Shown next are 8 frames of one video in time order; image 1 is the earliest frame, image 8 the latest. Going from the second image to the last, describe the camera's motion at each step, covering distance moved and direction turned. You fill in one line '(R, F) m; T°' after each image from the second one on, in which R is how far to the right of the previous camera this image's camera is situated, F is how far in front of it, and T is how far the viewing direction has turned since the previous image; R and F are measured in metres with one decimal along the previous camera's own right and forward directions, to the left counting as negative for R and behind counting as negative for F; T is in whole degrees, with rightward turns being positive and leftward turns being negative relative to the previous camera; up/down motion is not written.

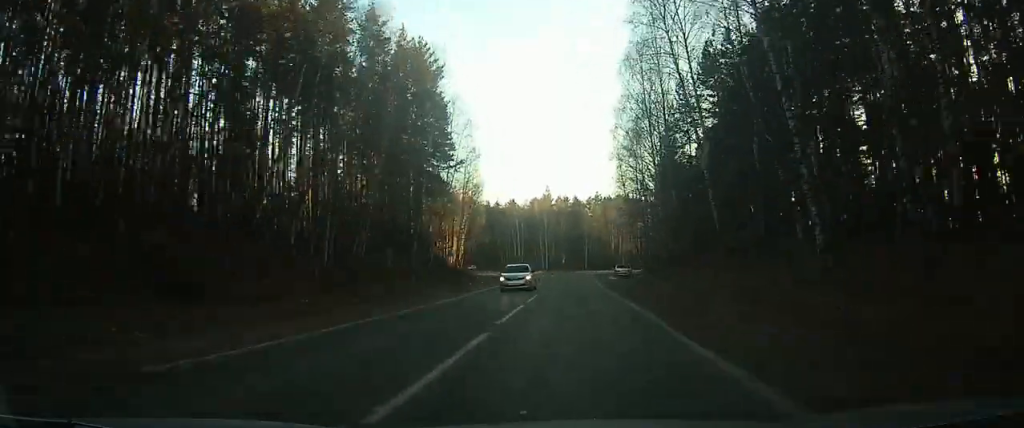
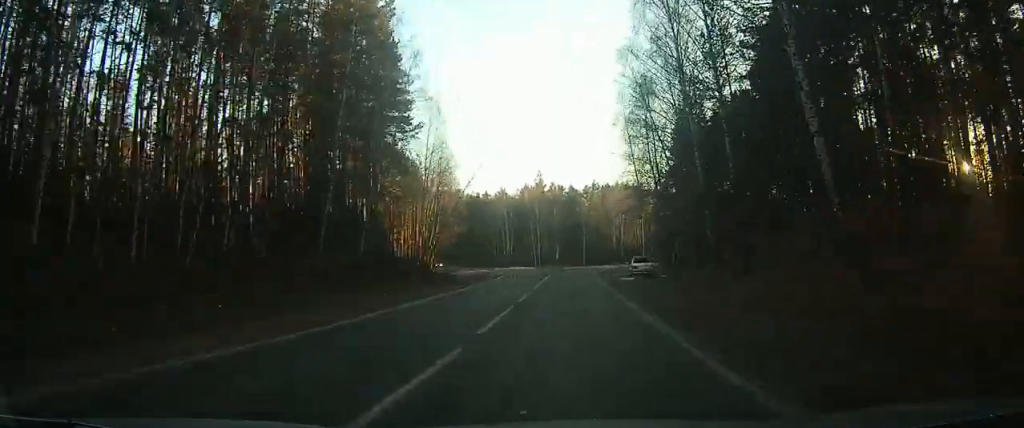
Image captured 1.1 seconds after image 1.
(0.0, +16.3) m; +1°
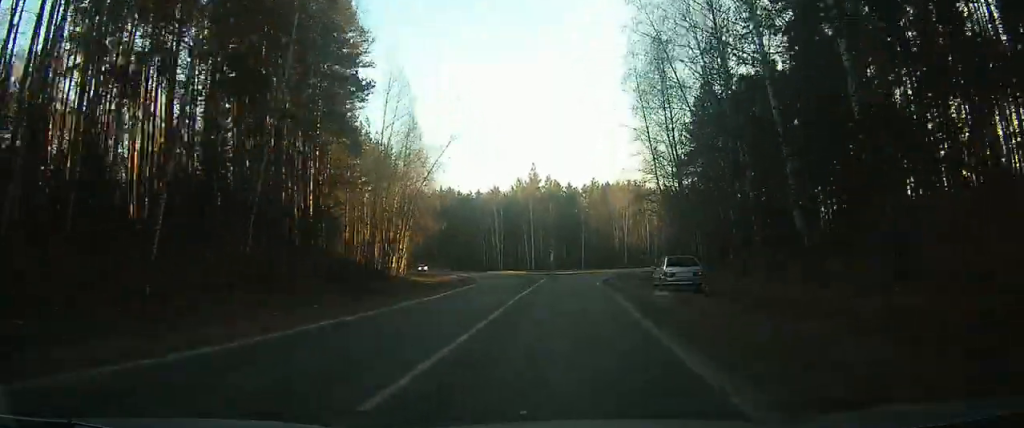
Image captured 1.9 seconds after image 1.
(-0.1, +13.1) m; +1°
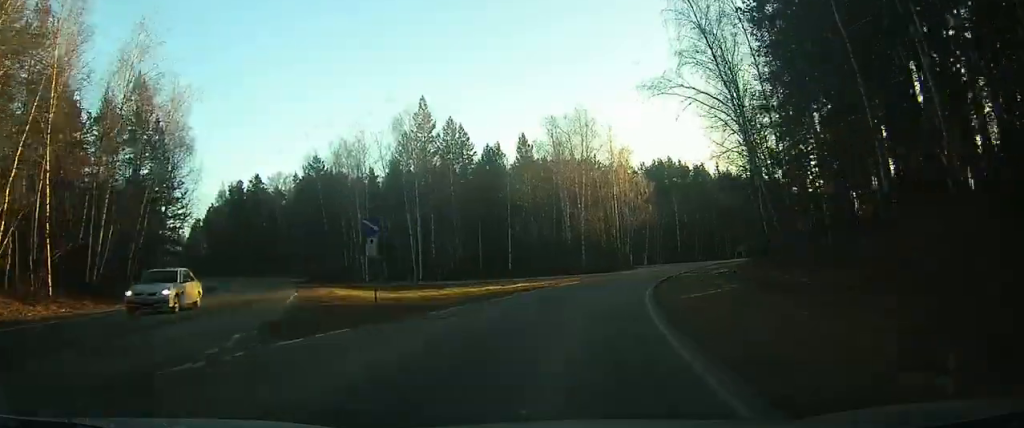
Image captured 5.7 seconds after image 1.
(+6.9, +46.5) m; +14°
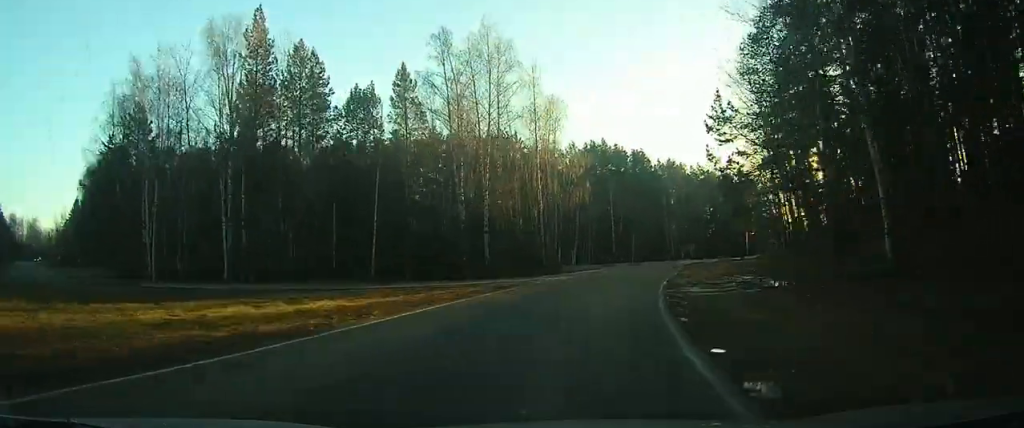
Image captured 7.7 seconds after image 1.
(-1.1, +21.5) m; -6°
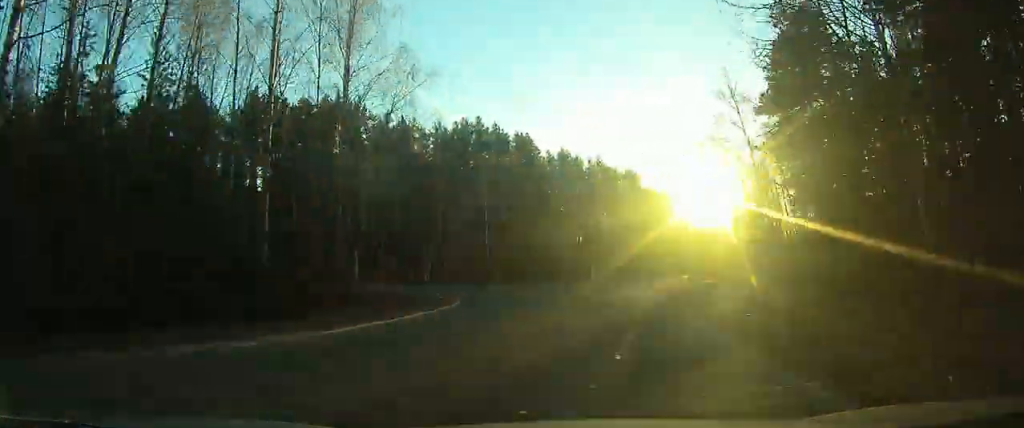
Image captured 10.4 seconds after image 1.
(-1.5, +32.8) m; +57°
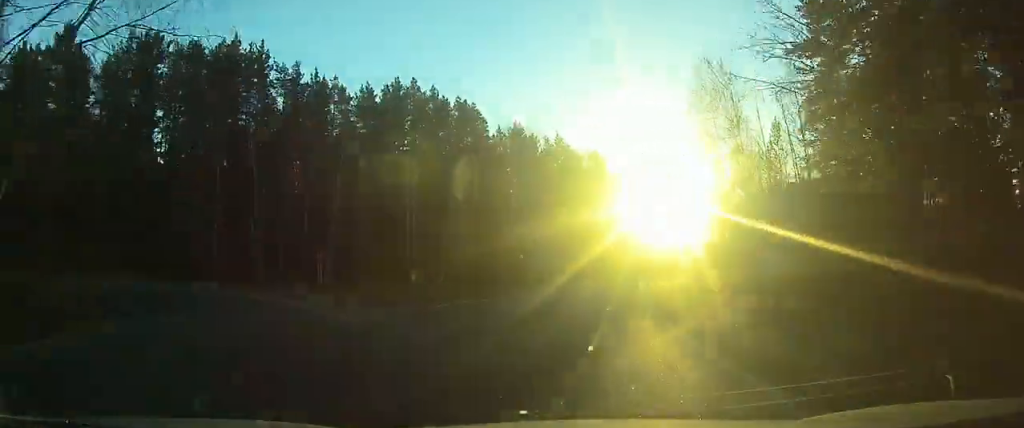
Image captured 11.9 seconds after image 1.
(+13.9, +13.4) m; +38°
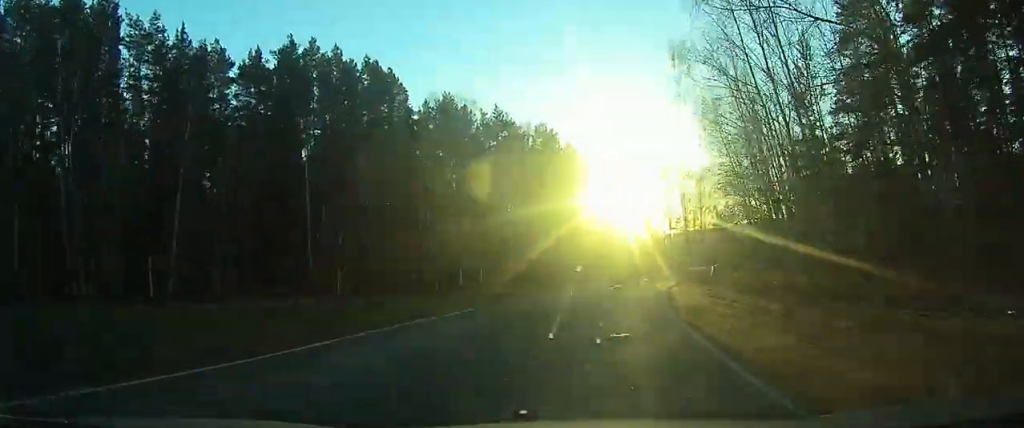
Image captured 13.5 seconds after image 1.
(+7.7, +27.3) m; +6°
